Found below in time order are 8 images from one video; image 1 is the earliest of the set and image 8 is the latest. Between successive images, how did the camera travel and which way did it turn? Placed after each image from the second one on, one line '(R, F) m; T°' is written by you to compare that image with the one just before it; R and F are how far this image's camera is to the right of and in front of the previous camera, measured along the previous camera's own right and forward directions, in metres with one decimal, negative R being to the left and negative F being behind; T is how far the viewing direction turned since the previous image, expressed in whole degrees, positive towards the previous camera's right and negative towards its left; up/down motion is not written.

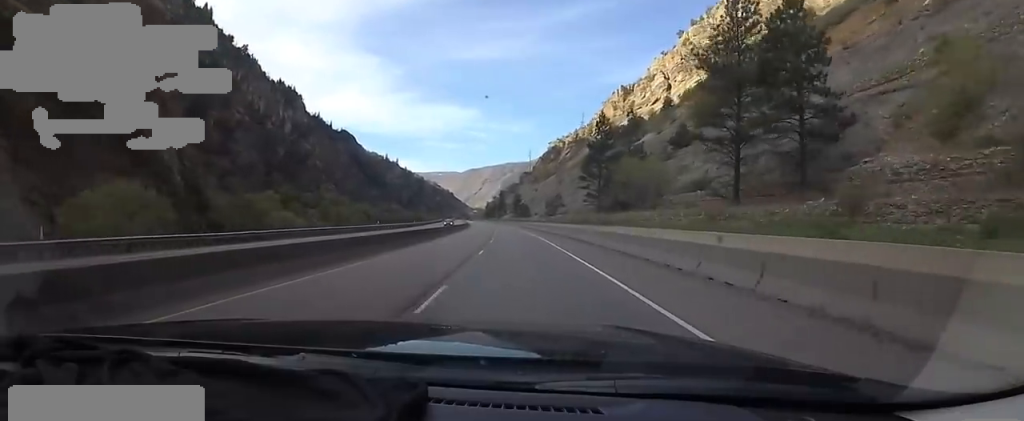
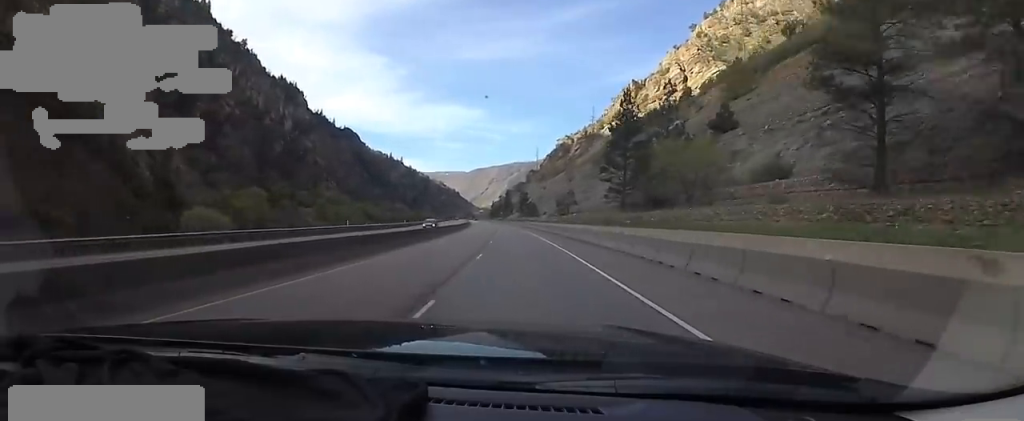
(-0.1, +14.1) m; -1°
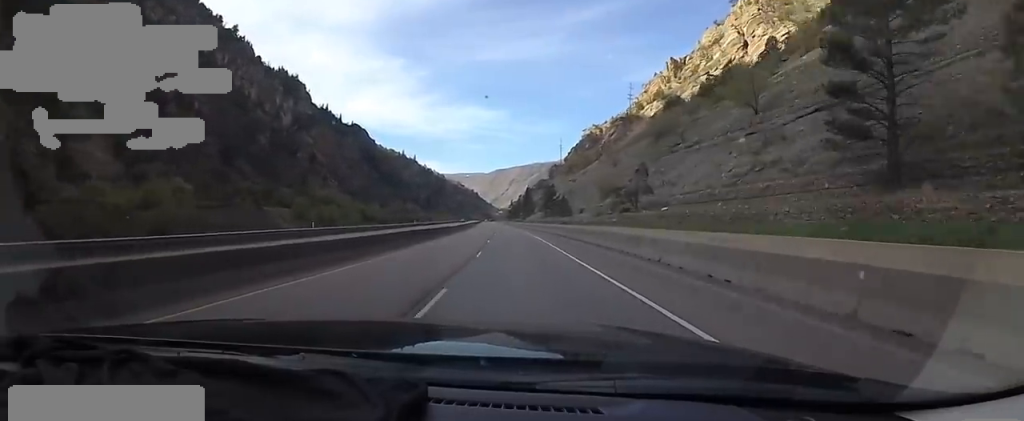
(-0.8, +46.2) m; -1°
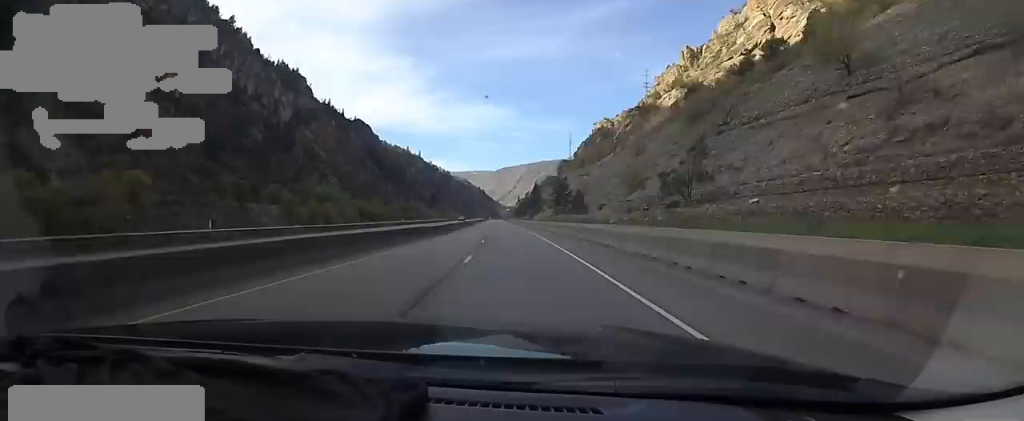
(+0.5, +16.0) m; -1°
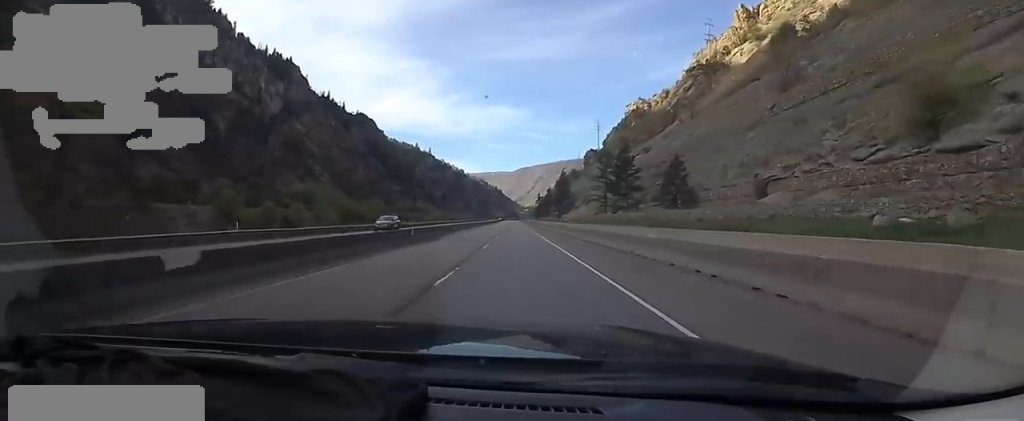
(-3.4, +52.9) m; -2°
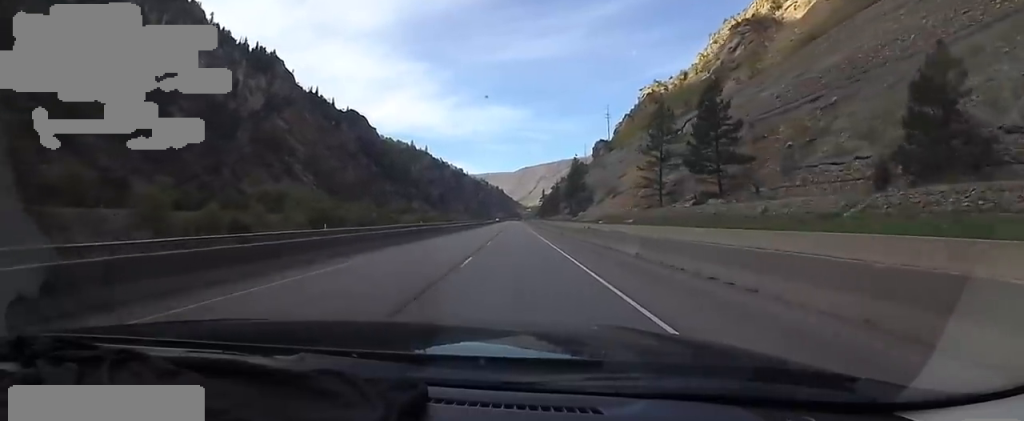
(+1.2, +32.3) m; -1°
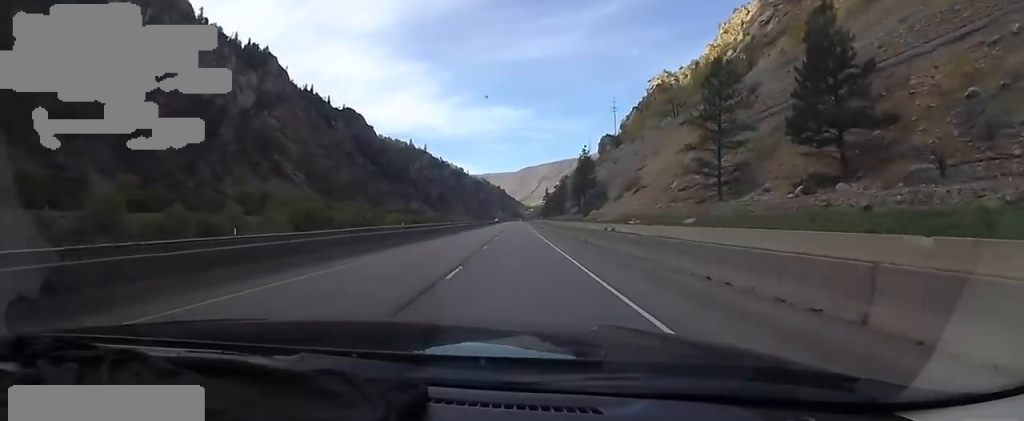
(-0.7, +15.4) m; -2°
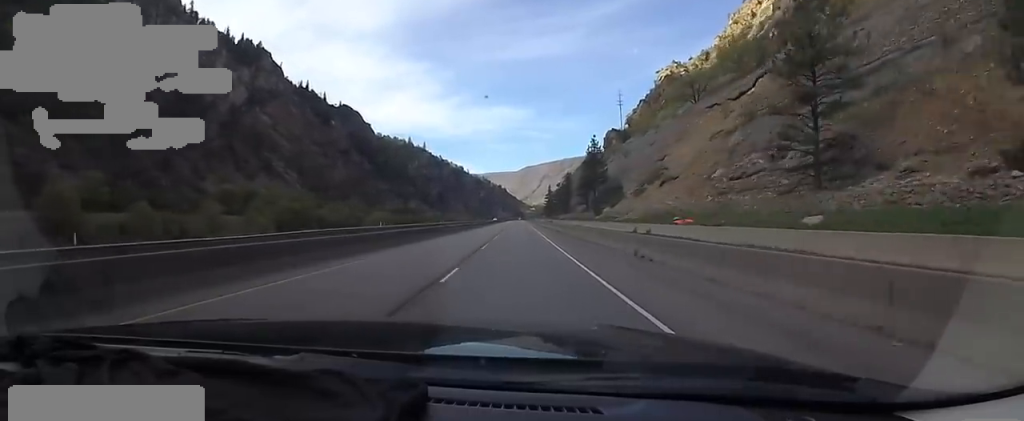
(-0.1, +12.8) m; 0°
